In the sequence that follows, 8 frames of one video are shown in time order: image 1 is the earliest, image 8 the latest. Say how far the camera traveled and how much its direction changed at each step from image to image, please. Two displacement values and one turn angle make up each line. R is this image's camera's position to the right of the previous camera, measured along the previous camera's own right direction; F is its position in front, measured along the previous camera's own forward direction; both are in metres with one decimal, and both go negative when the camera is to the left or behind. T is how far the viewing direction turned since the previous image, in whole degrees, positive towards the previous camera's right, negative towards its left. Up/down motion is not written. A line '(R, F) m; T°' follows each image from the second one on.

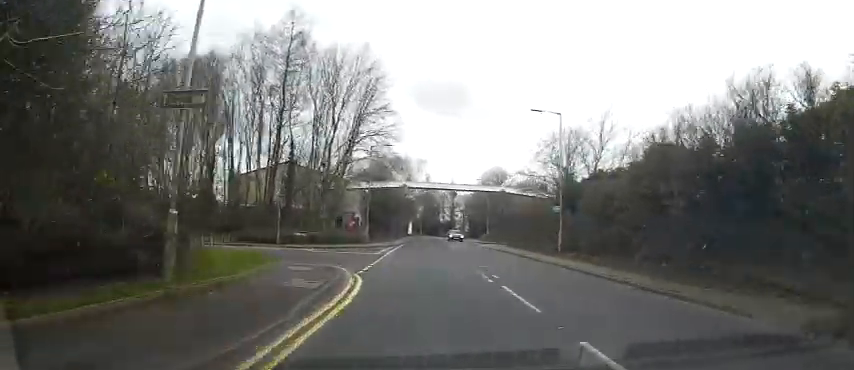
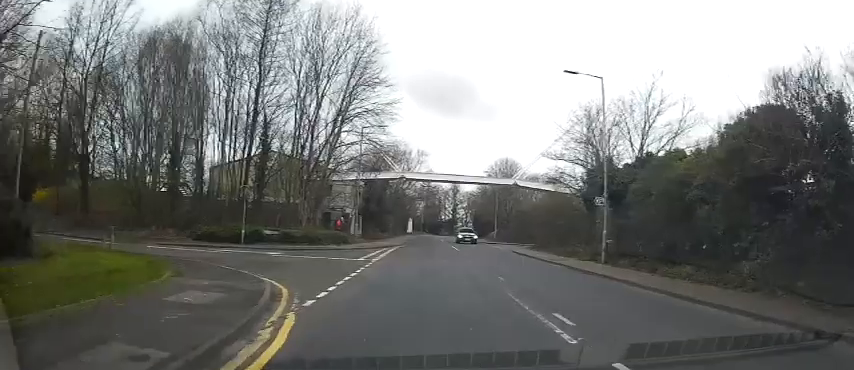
(0.0, +7.5) m; 0°
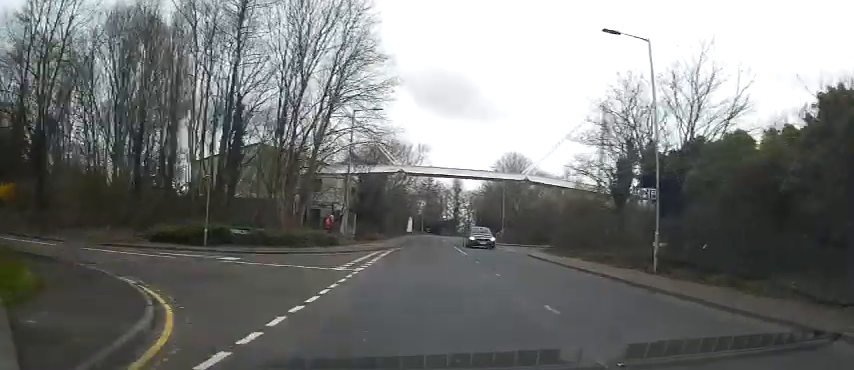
(0.0, +5.0) m; 0°
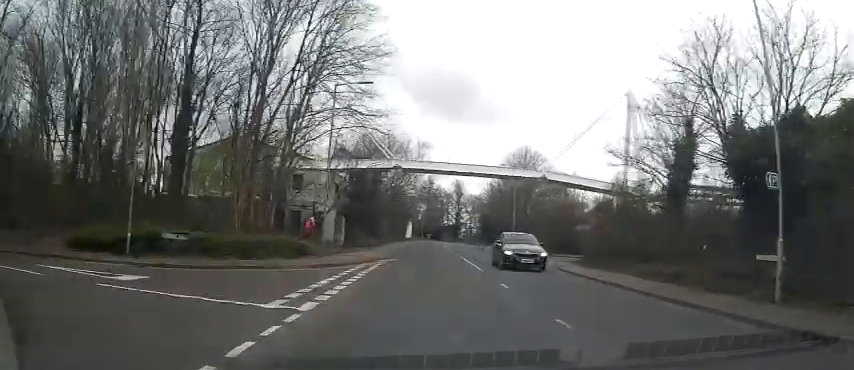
(0.0, +6.9) m; +1°
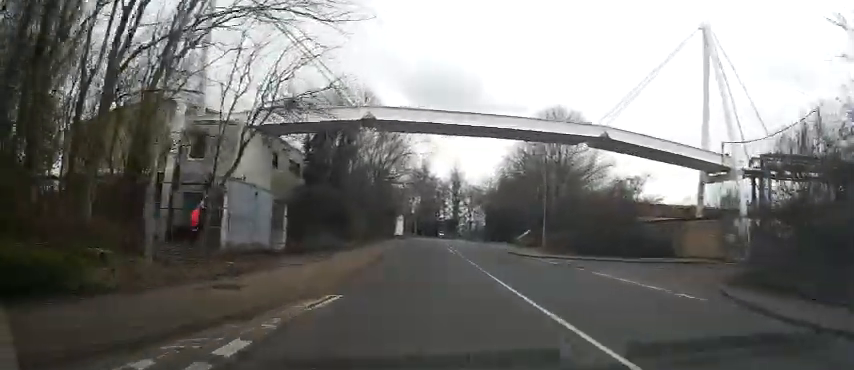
(+0.3, +15.2) m; +2°
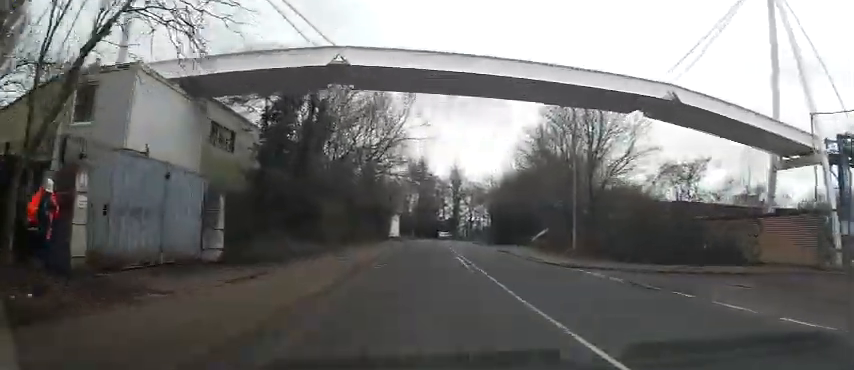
(+0.1, +7.7) m; -1°
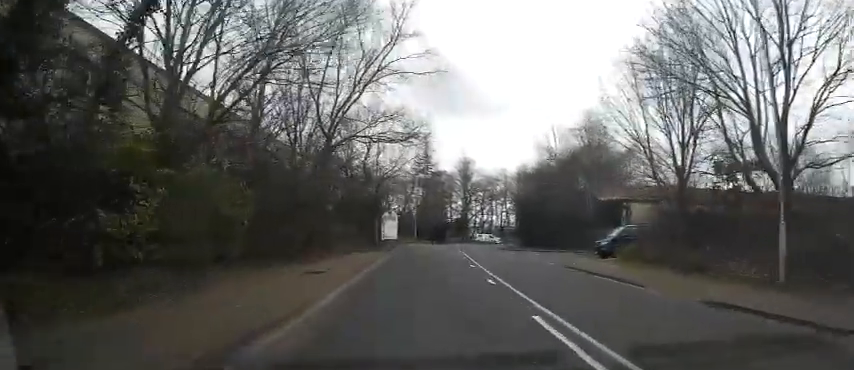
(-0.6, +17.1) m; -2°
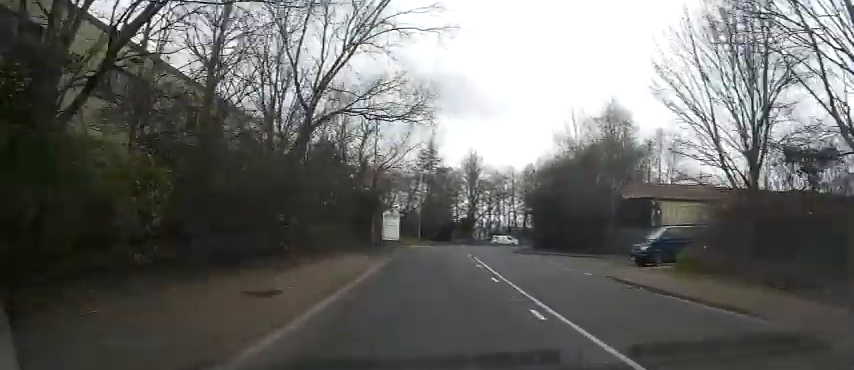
(+0.1, +4.7) m; 0°
